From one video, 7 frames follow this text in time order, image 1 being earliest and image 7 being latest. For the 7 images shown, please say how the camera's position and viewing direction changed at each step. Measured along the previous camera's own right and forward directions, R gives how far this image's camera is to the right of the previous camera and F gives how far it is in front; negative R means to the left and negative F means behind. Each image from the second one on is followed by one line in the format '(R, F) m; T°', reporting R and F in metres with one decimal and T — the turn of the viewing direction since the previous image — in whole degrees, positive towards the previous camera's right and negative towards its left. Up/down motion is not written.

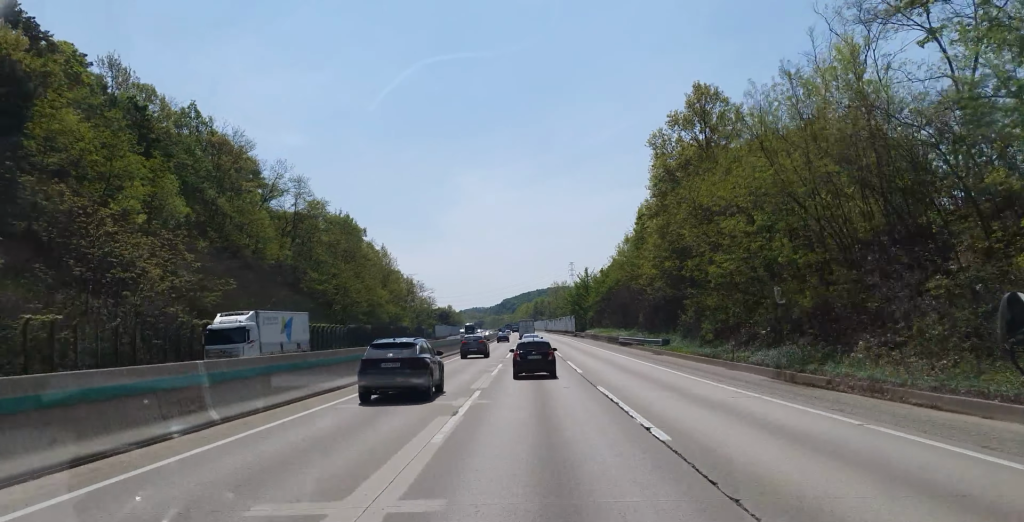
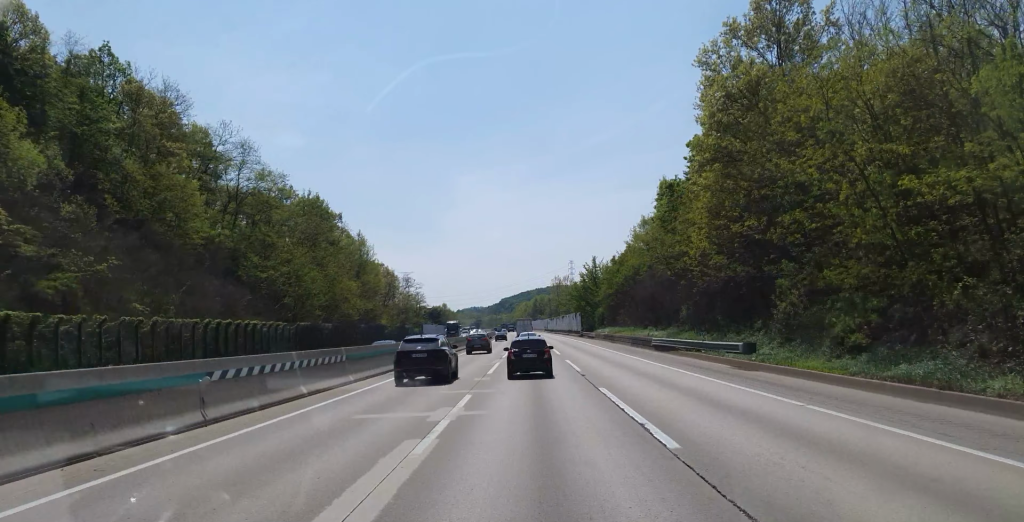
(-0.1, +21.4) m; +1°
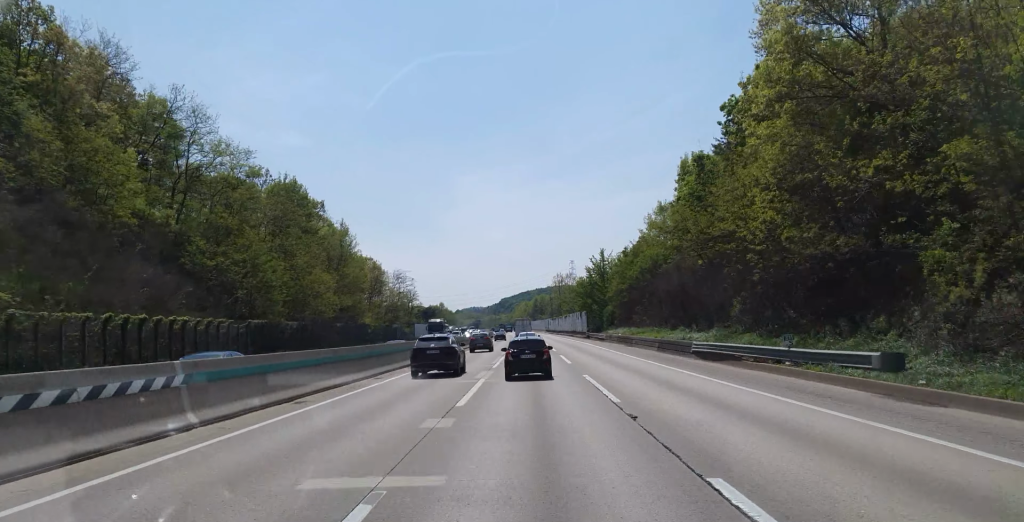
(-0.2, +13.5) m; +1°
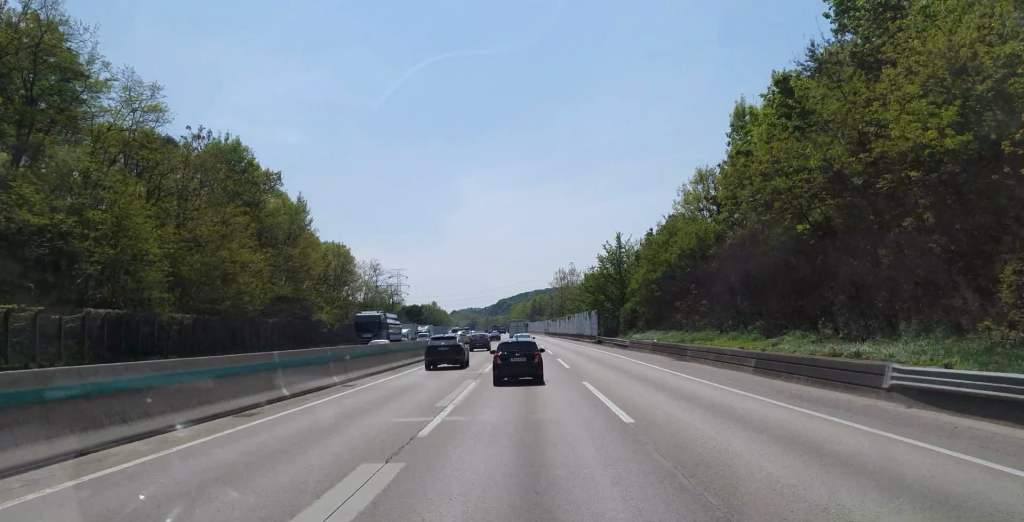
(+0.7, +23.2) m; +1°
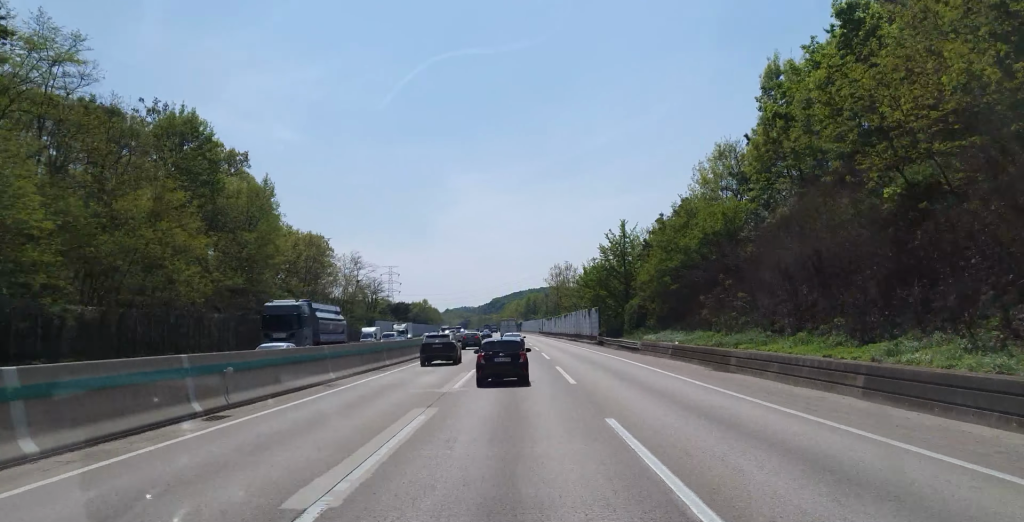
(-0.1, +10.6) m; 0°
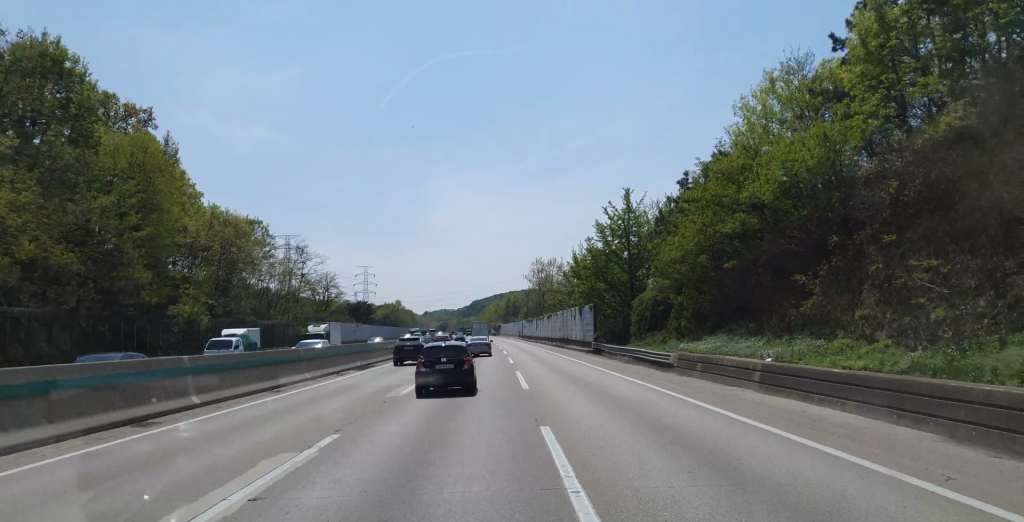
(0.0, +19.7) m; 0°
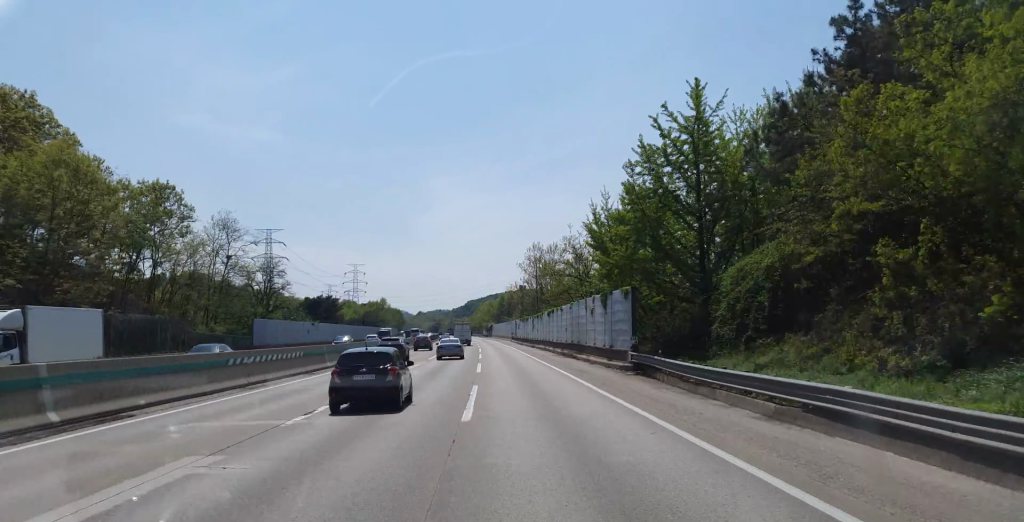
(0.0, +28.3) m; -1°
